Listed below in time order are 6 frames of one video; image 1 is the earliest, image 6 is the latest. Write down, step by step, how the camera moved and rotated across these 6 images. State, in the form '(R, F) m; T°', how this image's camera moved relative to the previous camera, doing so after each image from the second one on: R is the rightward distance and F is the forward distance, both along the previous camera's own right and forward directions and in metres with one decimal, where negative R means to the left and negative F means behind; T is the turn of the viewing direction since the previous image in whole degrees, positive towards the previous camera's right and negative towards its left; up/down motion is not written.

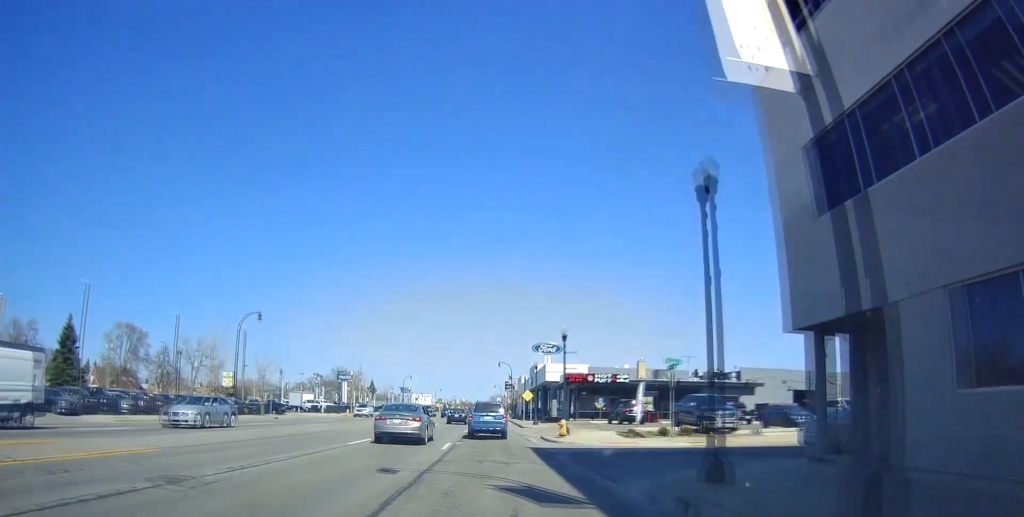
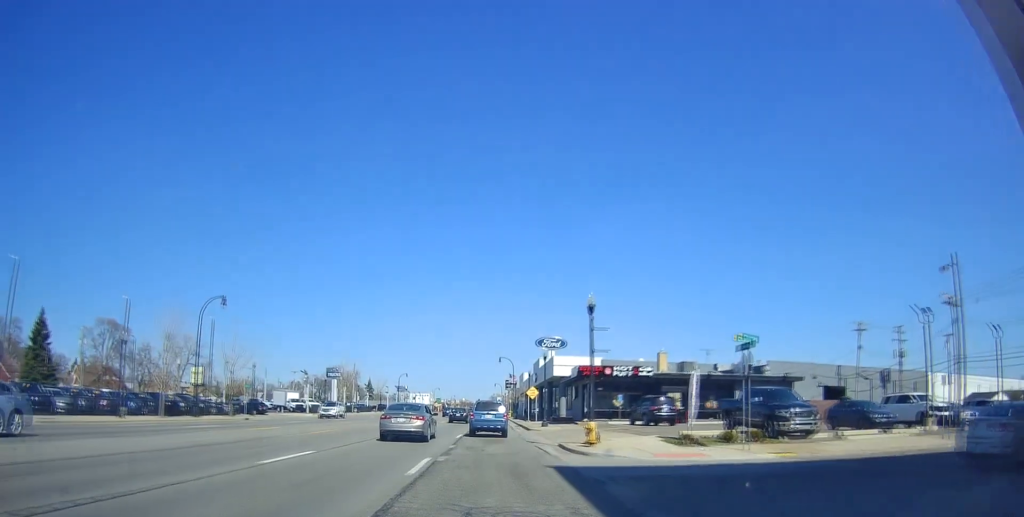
(+0.1, +7.6) m; 0°
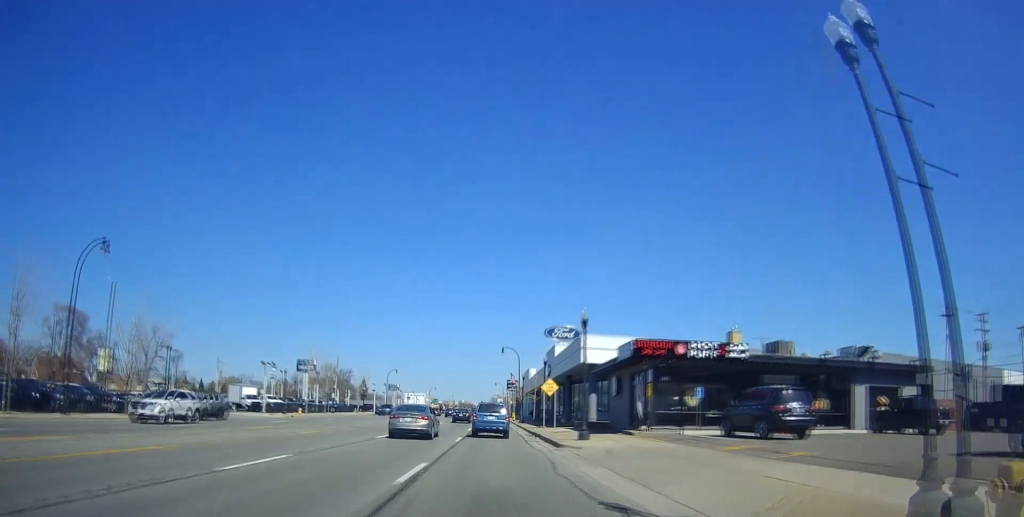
(-0.1, +16.4) m; 0°
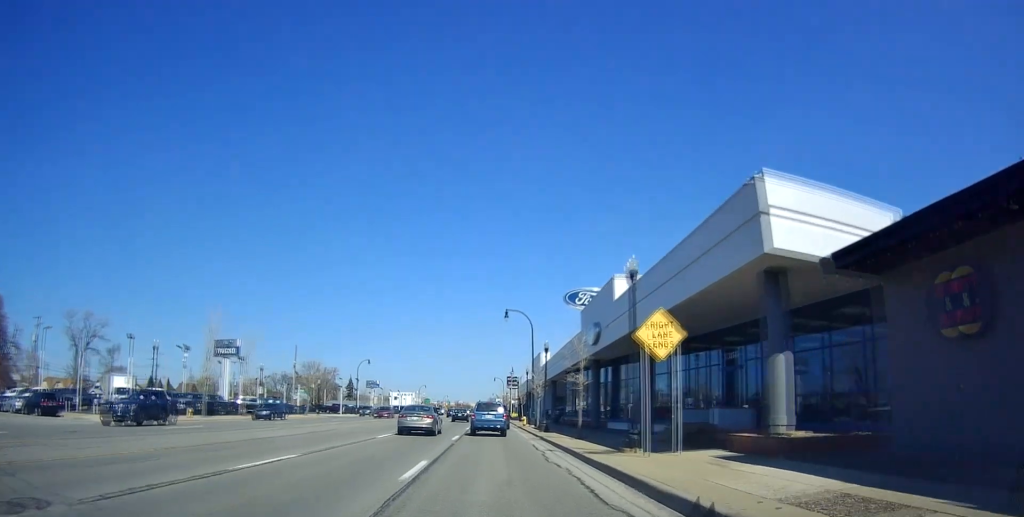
(+0.3, +26.9) m; -1°
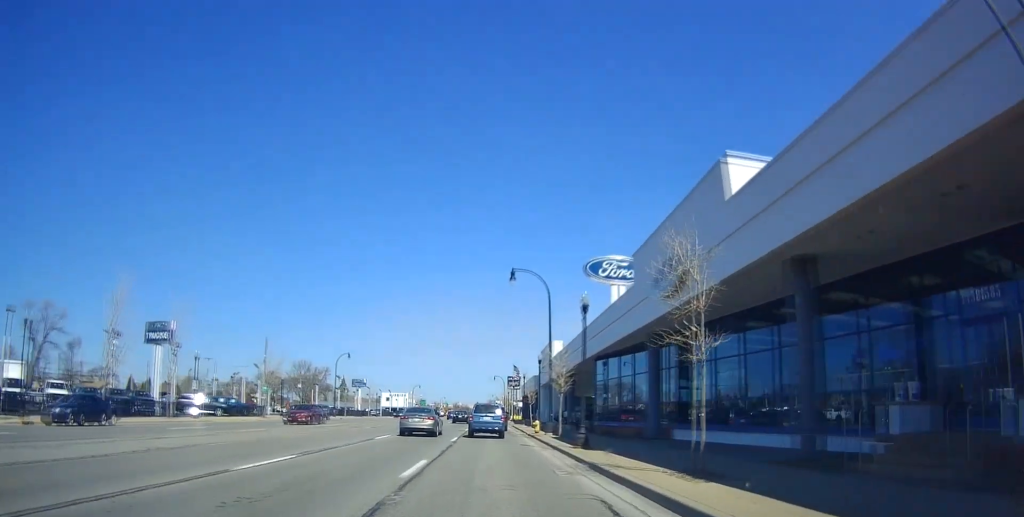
(-0.3, +13.9) m; -1°
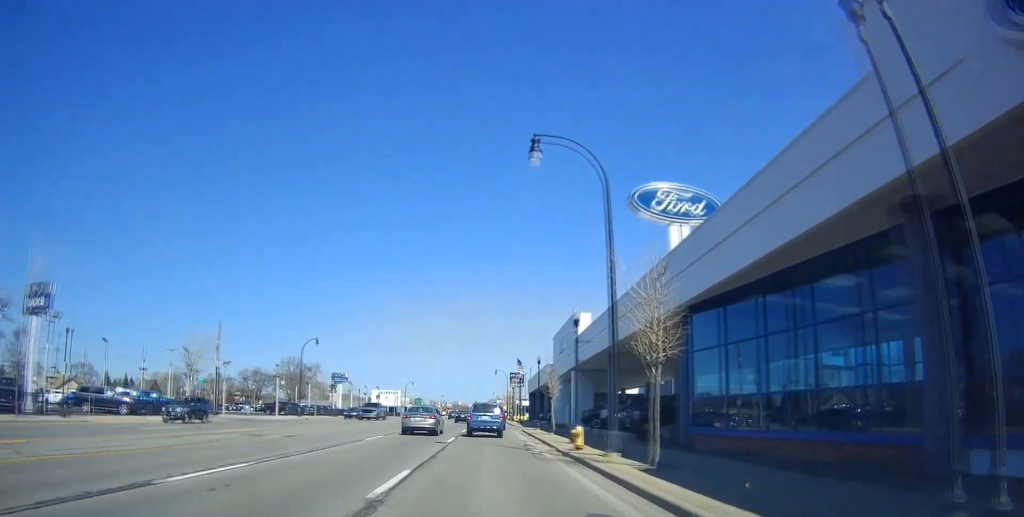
(0.0, +16.9) m; 0°
